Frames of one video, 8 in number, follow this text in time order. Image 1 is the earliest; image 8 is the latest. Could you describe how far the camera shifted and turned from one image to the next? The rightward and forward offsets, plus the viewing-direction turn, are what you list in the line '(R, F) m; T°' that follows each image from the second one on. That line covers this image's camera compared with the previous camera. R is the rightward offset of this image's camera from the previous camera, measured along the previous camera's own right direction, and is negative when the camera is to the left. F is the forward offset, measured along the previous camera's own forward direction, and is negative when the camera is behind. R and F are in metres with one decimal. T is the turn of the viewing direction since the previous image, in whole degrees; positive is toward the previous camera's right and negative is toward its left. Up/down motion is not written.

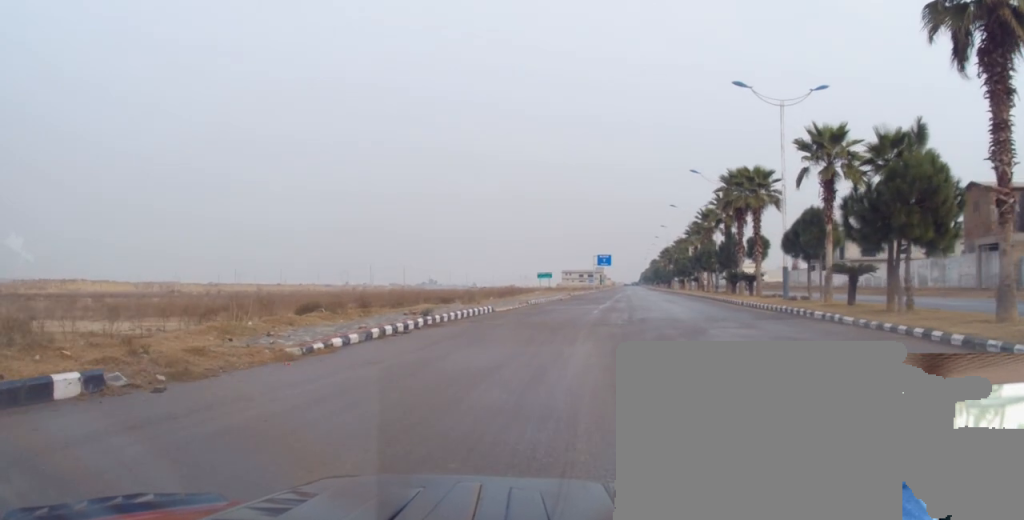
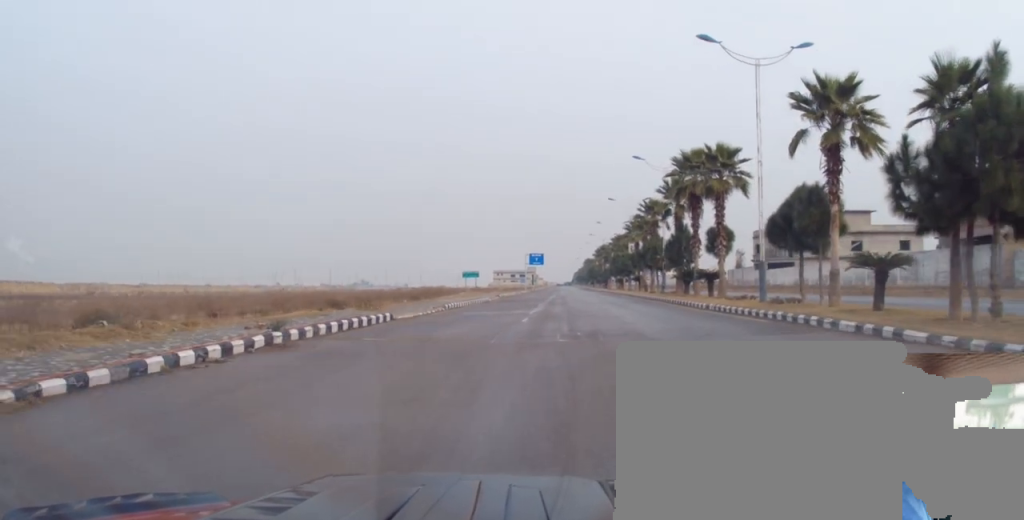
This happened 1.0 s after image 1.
(0.0, +7.0) m; +3°
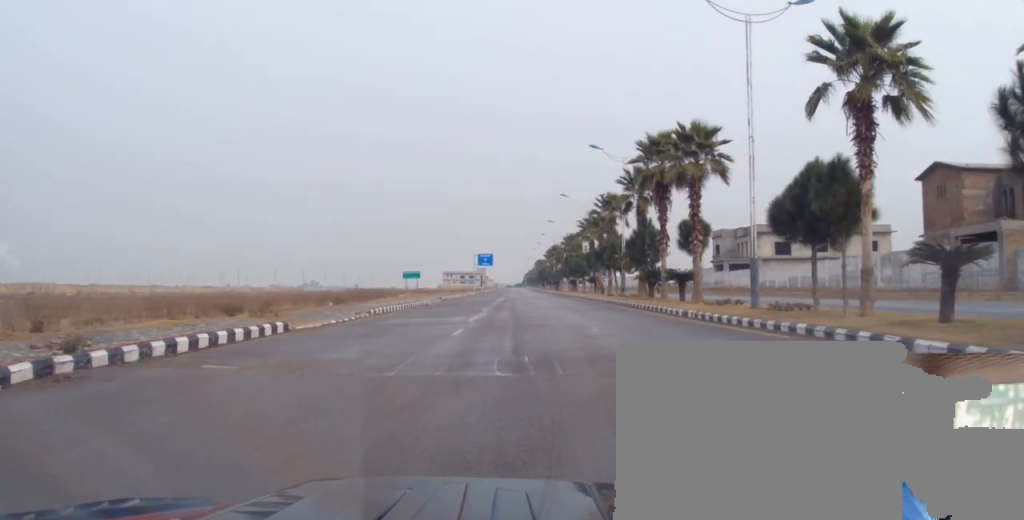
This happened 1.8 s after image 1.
(+0.3, +5.5) m; +3°
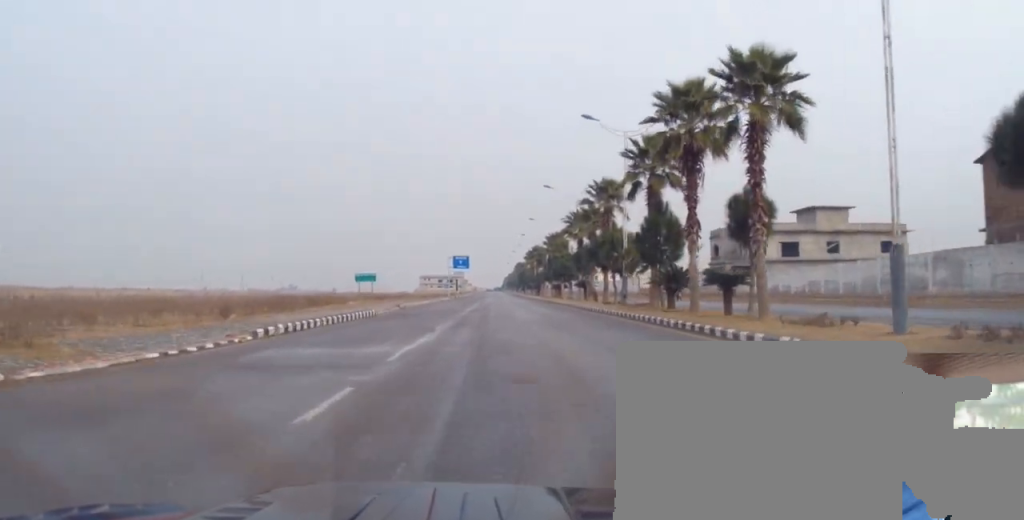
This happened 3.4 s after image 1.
(+0.2, +11.0) m; +2°
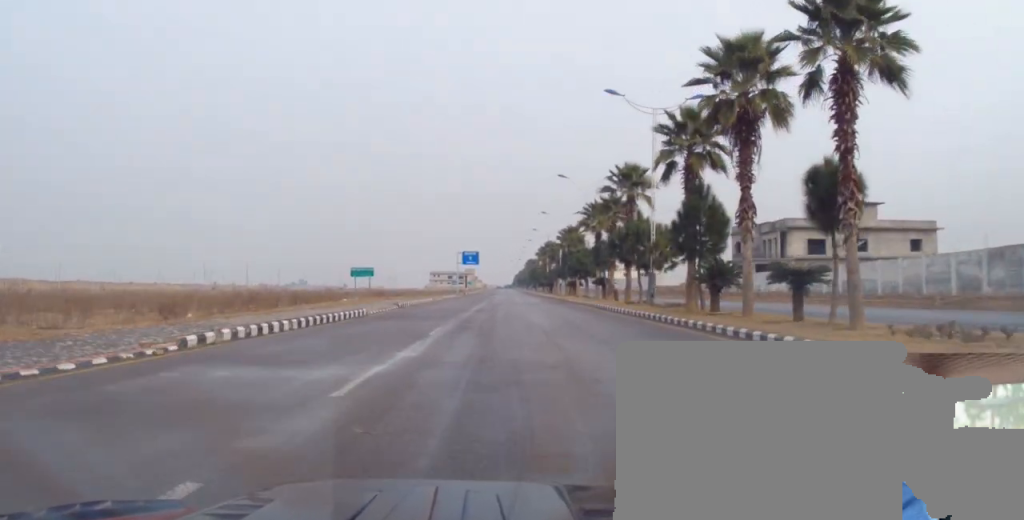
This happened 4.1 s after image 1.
(0.0, +5.0) m; +1°
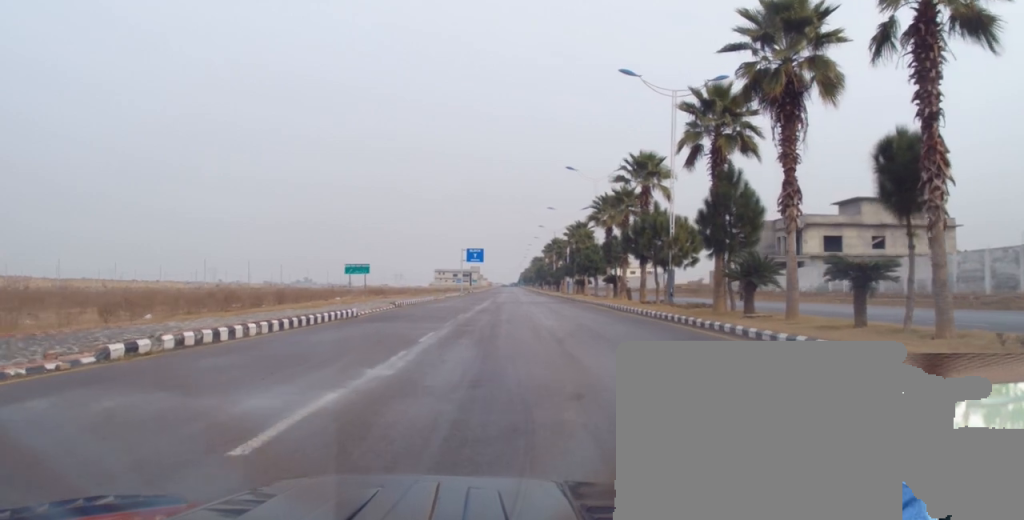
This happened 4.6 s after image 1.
(+0.1, +3.3) m; -1°
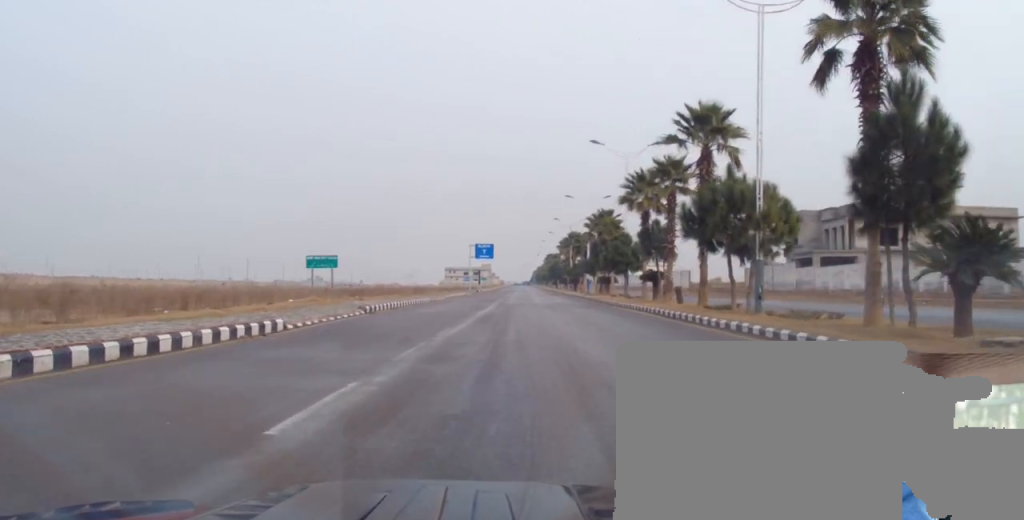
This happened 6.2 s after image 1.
(-0.2, +10.6) m; -2°
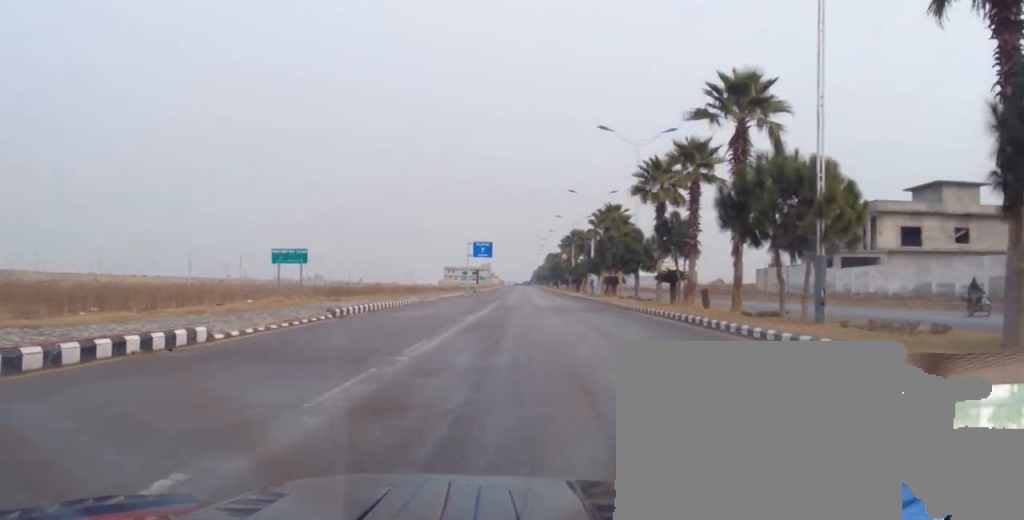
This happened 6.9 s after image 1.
(+0.1, +4.9) m; +1°
